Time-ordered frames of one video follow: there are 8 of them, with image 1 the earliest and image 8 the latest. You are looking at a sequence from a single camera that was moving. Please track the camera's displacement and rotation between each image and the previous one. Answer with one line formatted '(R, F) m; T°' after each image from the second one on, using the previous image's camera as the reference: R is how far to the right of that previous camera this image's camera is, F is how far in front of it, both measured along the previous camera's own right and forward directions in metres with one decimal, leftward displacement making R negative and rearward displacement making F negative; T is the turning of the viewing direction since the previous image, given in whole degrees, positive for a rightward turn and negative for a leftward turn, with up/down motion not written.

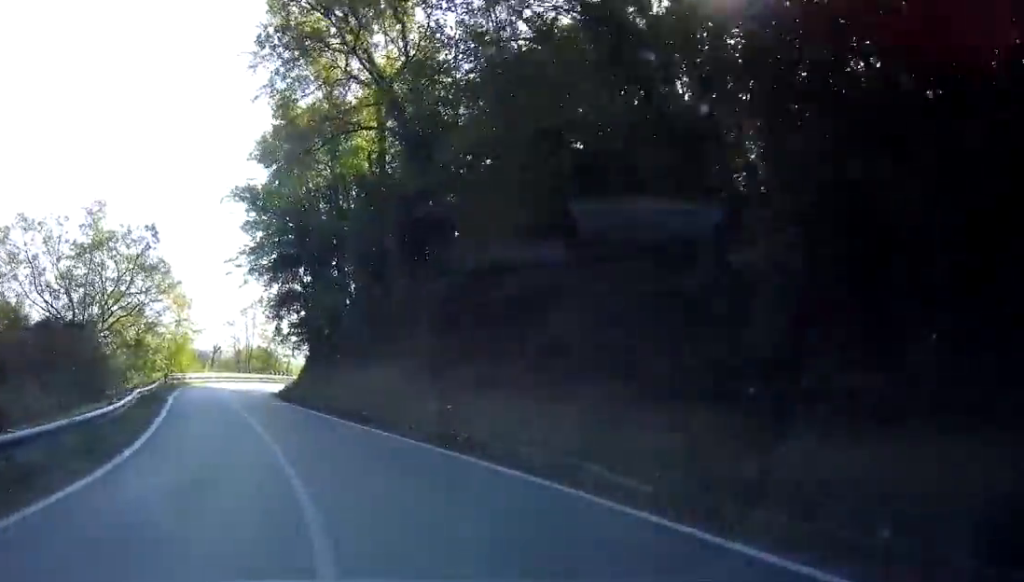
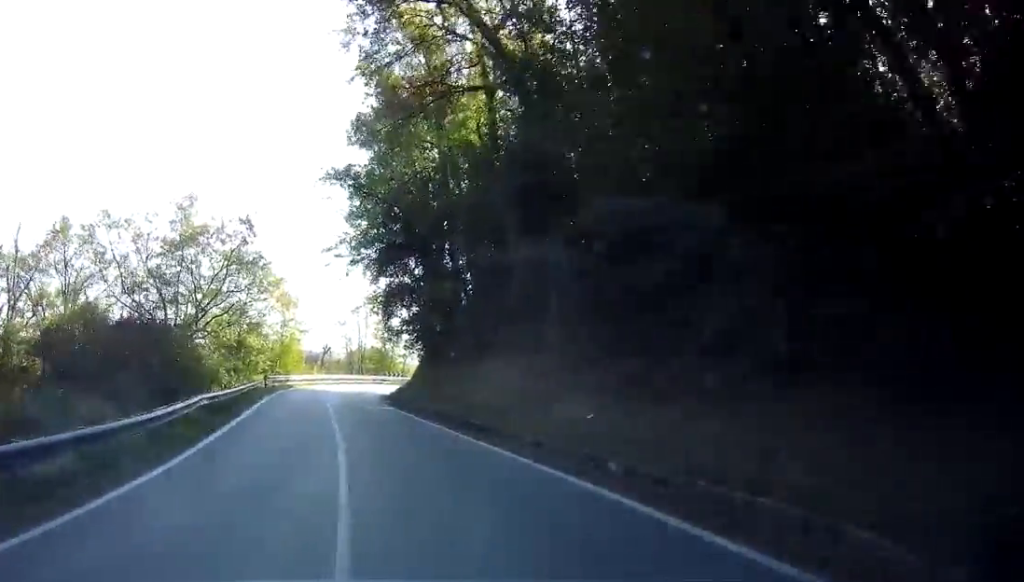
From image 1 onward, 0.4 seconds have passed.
(-0.8, +3.8) m; -9°
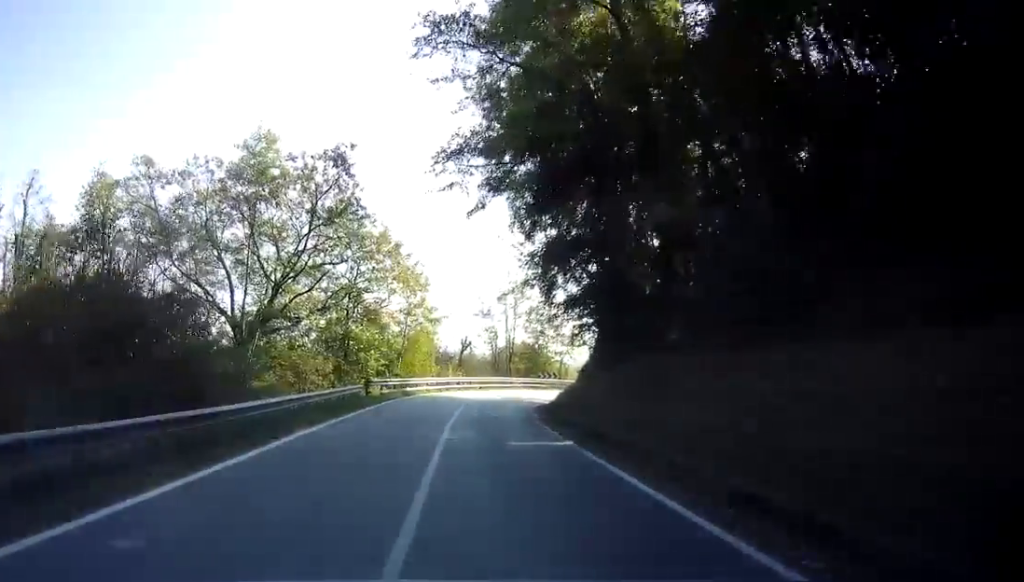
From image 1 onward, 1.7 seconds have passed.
(-2.4, +12.9) m; -13°
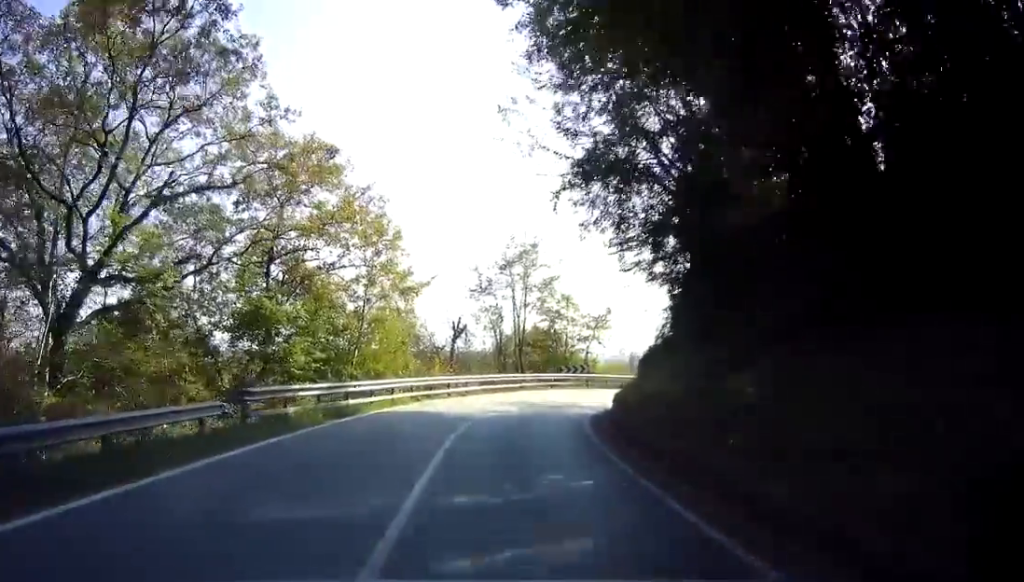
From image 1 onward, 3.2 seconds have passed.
(+0.2, +15.2) m; +5°
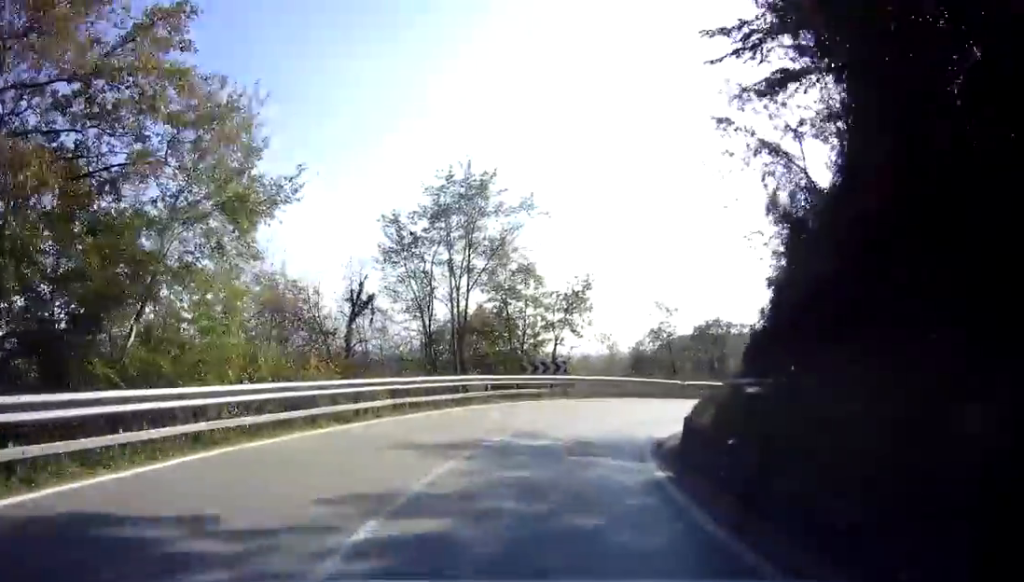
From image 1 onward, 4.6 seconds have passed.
(+1.6, +13.4) m; +13°
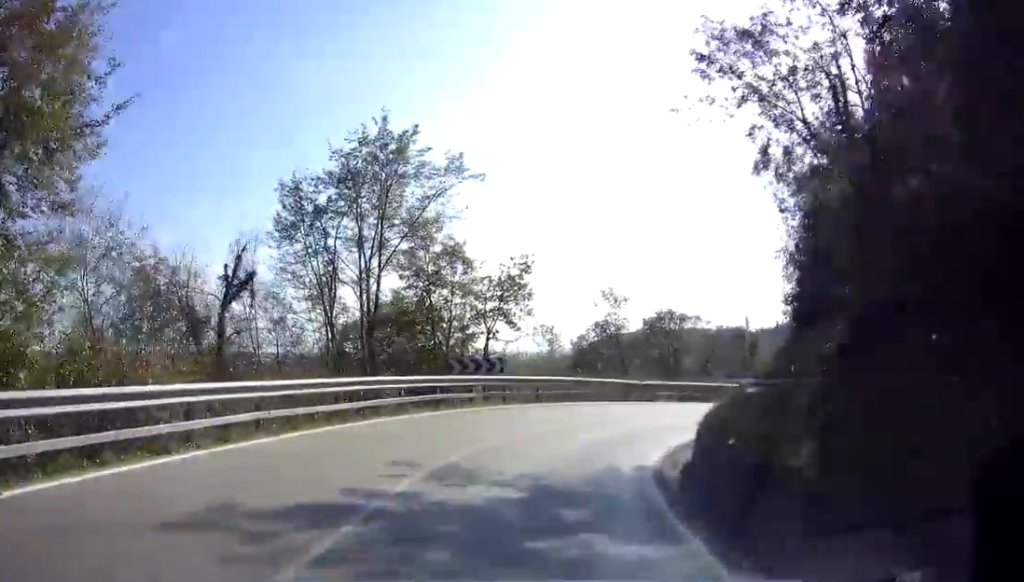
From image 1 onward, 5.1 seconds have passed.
(+0.2, +4.9) m; +2°
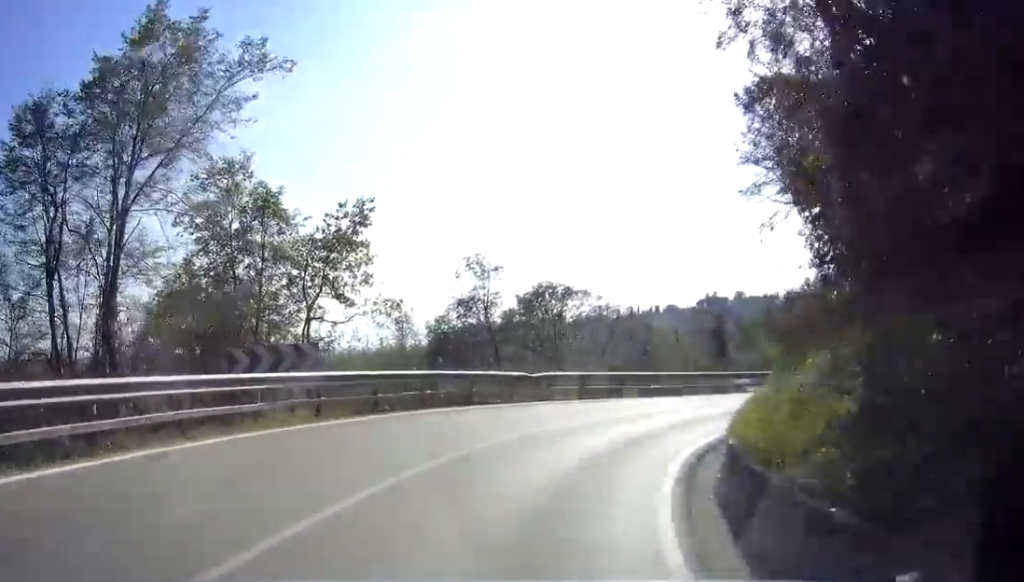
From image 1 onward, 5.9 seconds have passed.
(0.0, +8.2) m; +2°
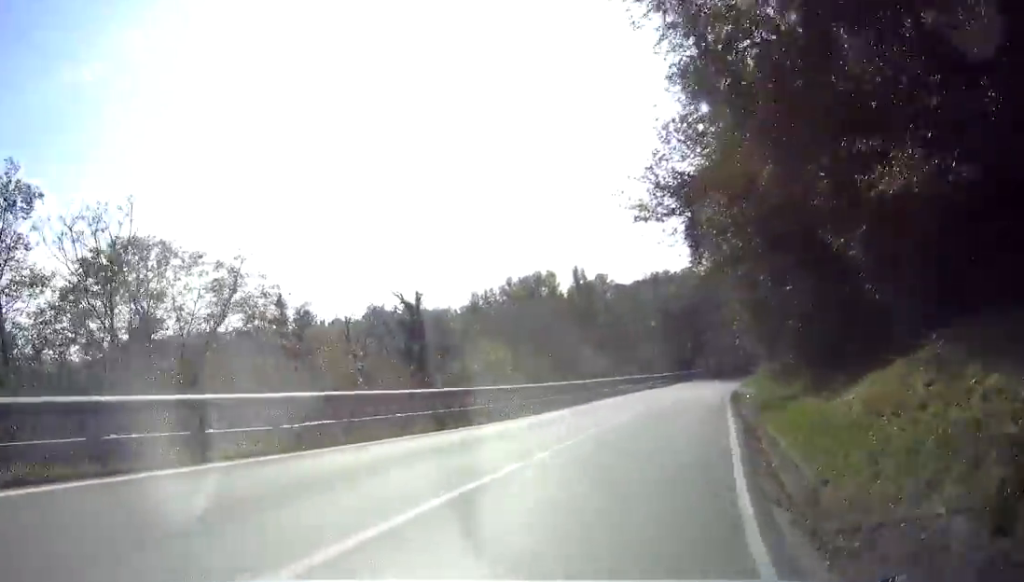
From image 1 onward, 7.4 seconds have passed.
(+2.6, +13.5) m; +30°
